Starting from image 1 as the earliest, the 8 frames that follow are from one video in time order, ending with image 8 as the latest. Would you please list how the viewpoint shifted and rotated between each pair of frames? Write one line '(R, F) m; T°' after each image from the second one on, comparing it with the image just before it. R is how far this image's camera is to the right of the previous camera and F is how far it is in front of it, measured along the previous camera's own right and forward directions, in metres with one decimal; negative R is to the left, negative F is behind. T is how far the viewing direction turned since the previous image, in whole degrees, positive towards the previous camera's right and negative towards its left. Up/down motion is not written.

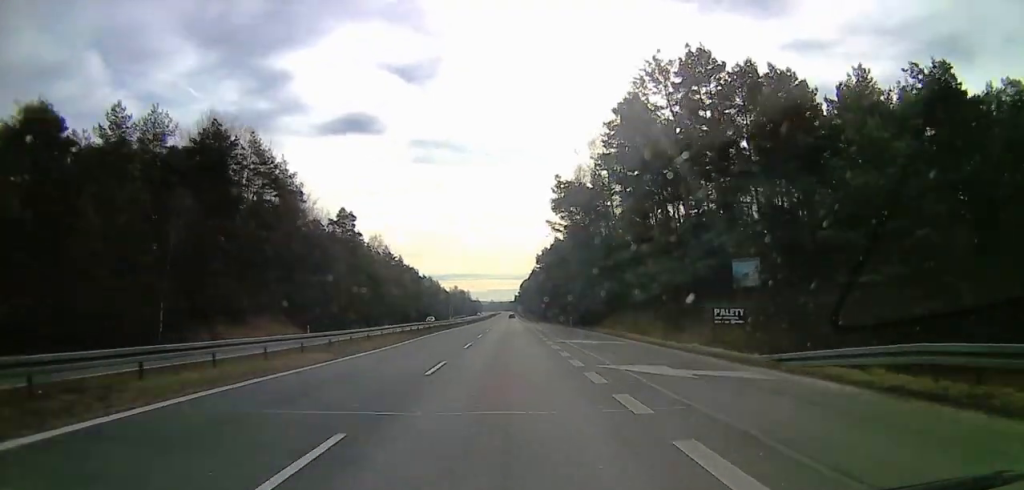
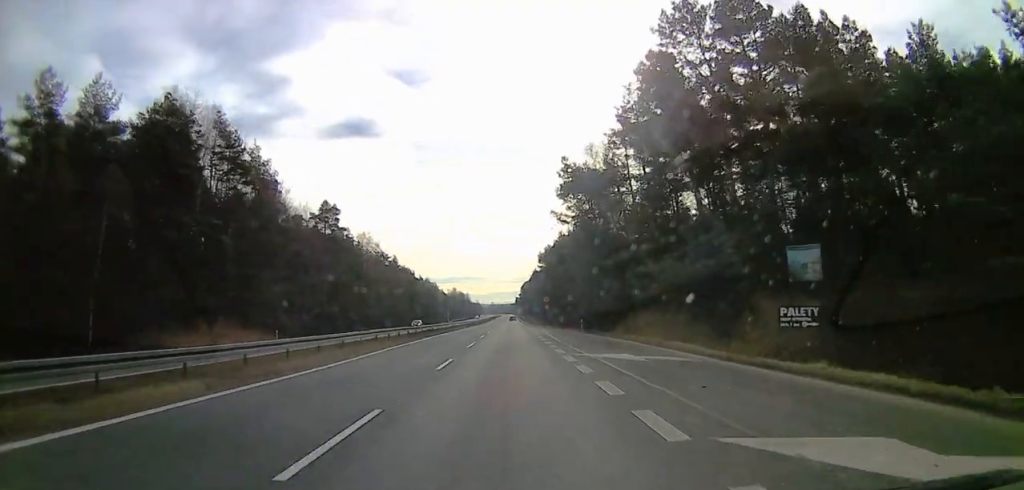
(0.0, +8.9) m; 0°
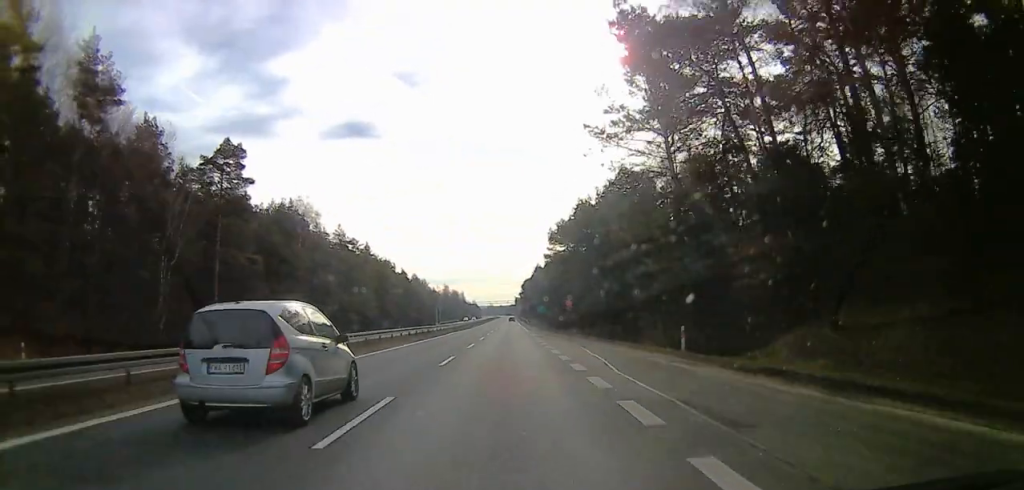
(-0.1, +32.7) m; -3°
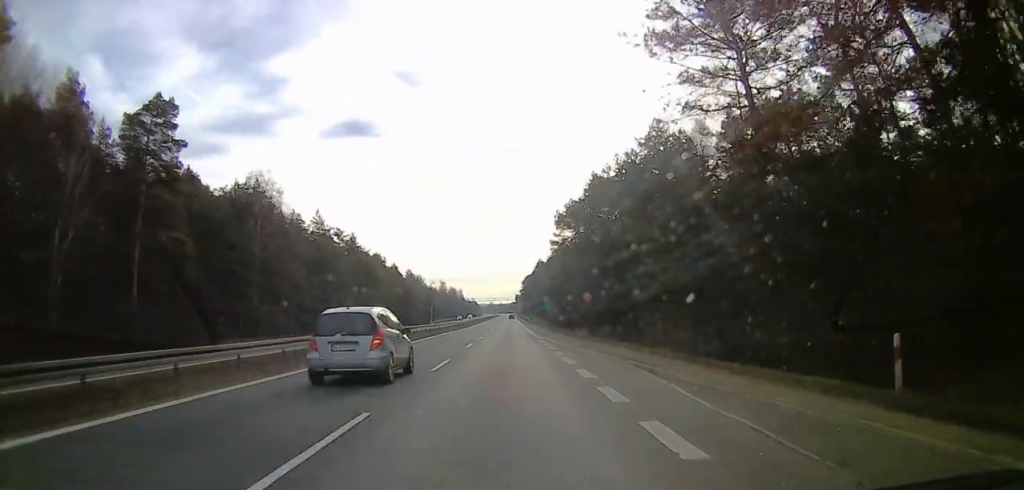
(-0.7, +13.3) m; 0°
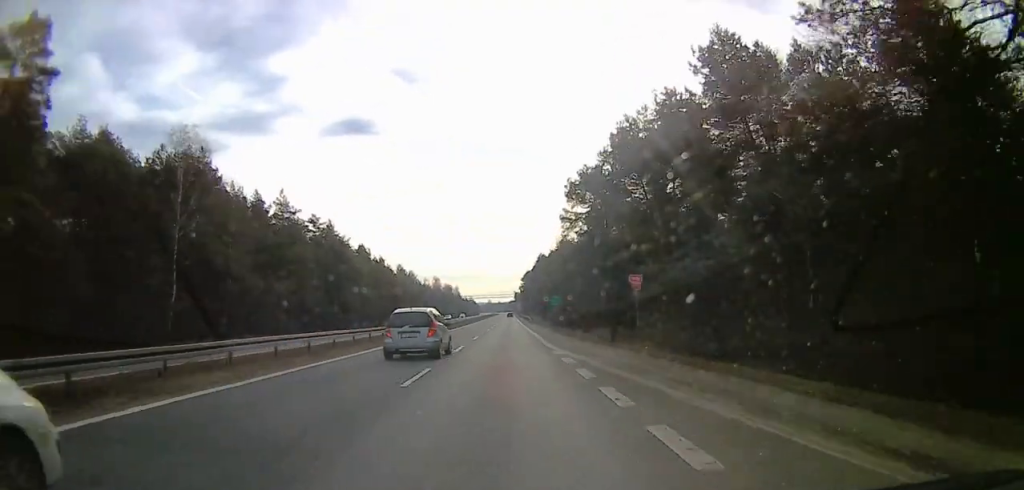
(+0.3, +15.5) m; +1°
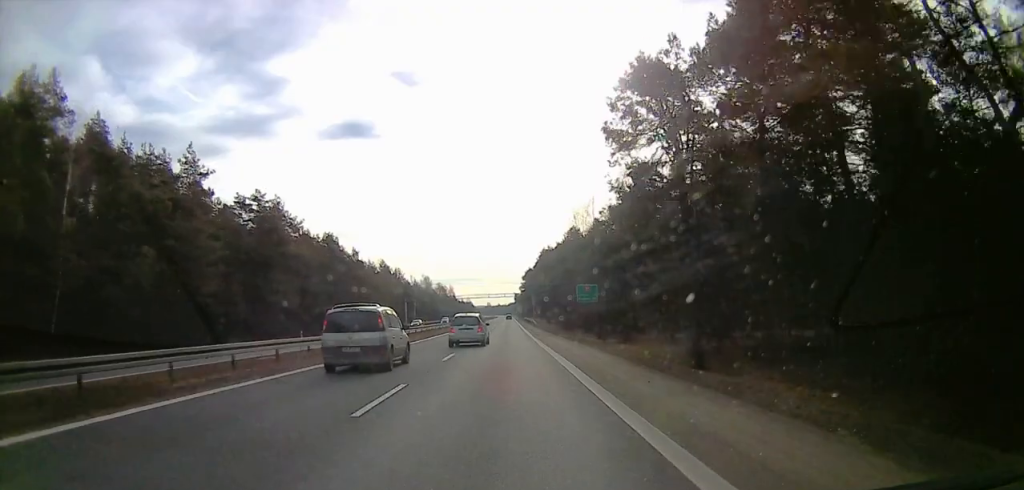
(+0.7, +27.5) m; +2°
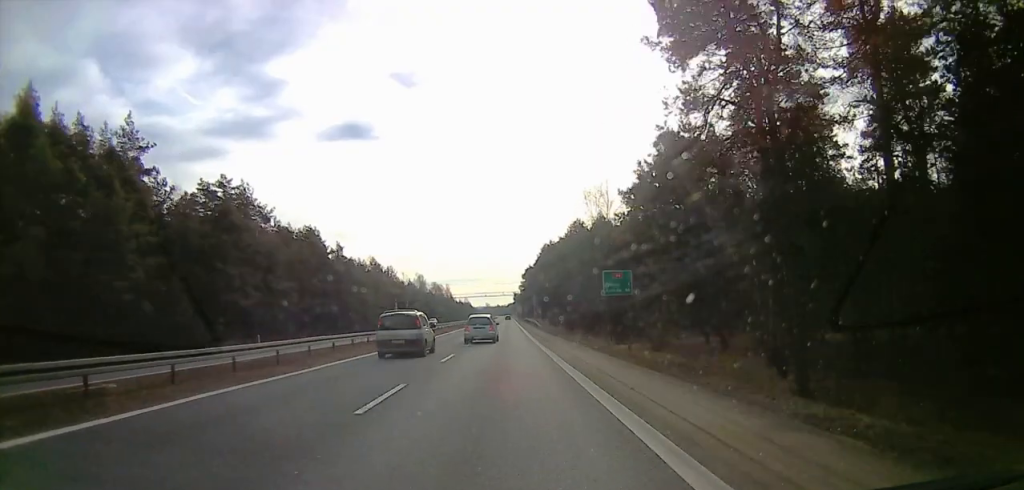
(0.0, +11.9) m; +1°
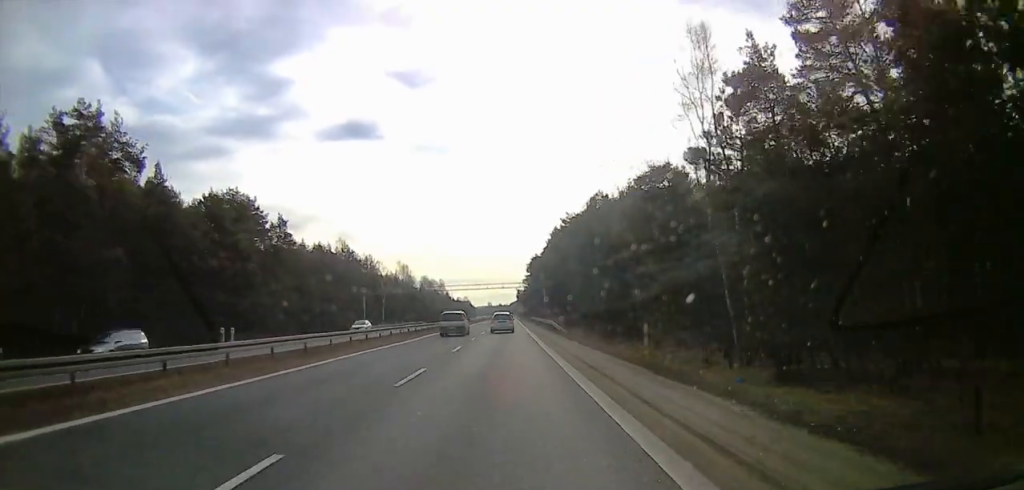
(+1.2, +33.3) m; +2°
